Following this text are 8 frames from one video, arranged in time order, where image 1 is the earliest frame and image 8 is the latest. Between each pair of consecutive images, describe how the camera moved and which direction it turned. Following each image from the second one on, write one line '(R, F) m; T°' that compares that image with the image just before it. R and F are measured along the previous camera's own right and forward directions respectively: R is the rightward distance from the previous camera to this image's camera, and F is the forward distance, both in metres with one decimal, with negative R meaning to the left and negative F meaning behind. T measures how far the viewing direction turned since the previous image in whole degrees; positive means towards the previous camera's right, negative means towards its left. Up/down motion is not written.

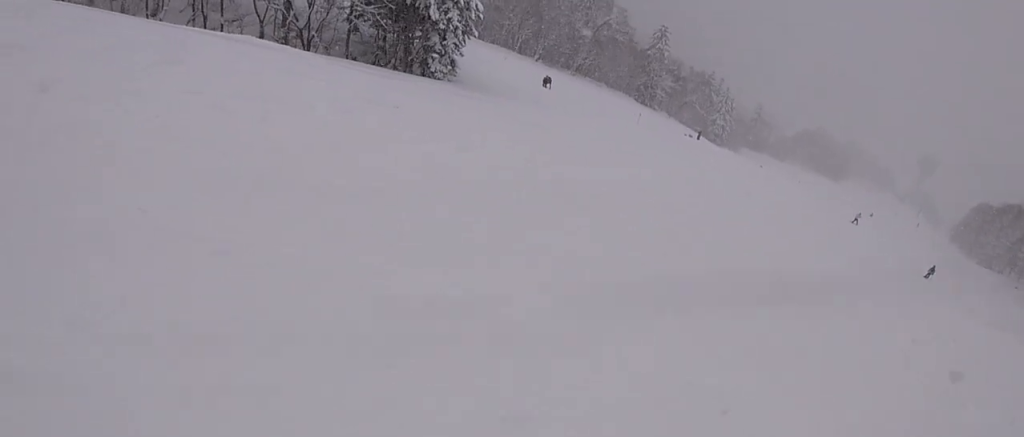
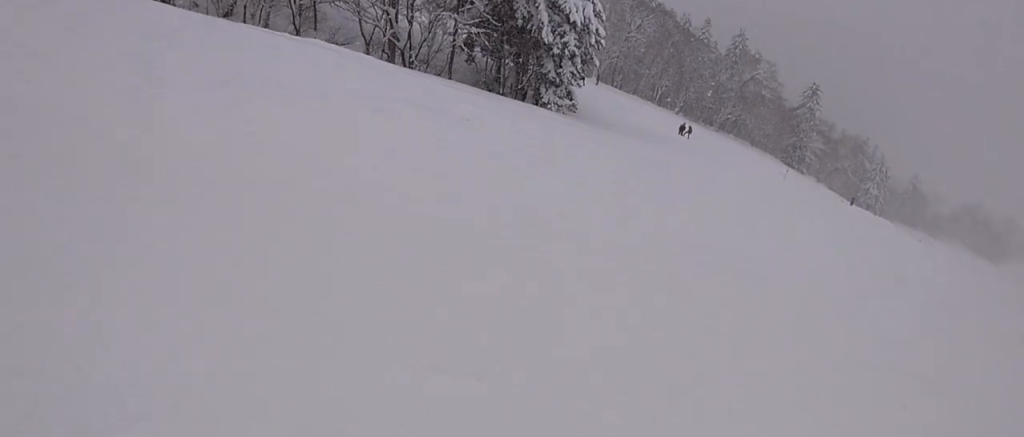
(-2.1, +4.6) m; -28°
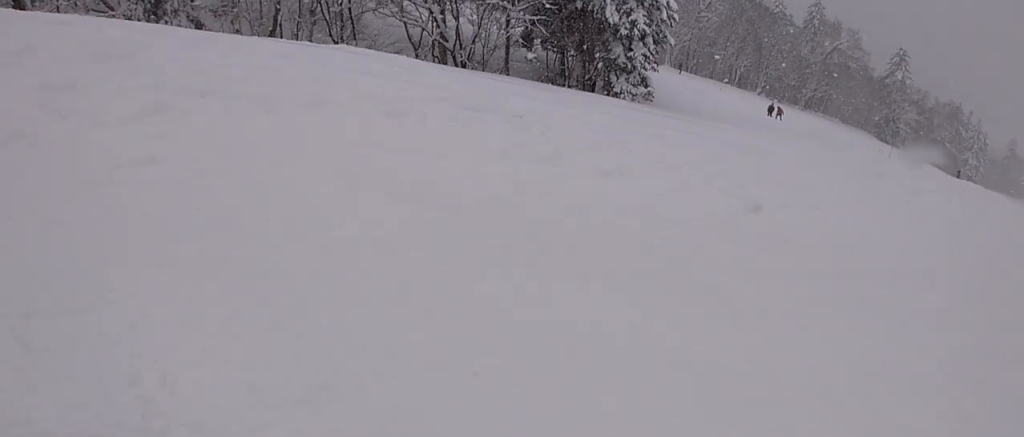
(-0.4, +3.6) m; +2°
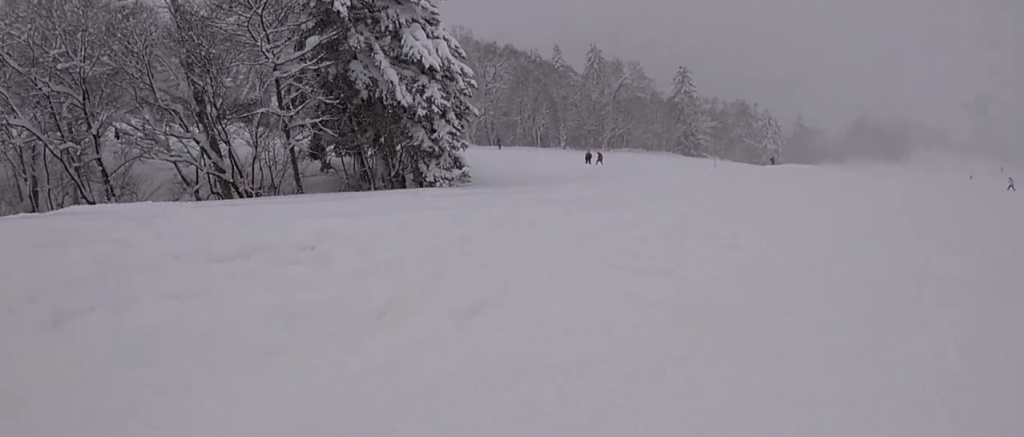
(+0.1, +4.5) m; +16°
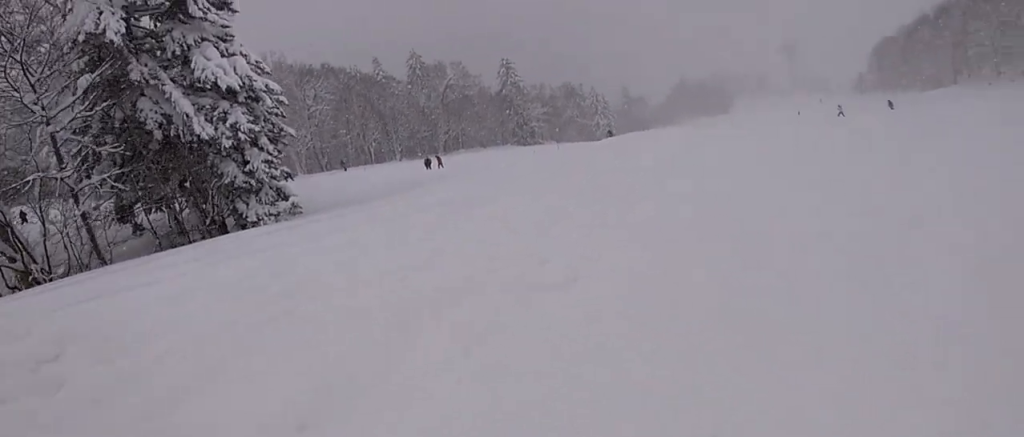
(+0.4, +3.0) m; +17°
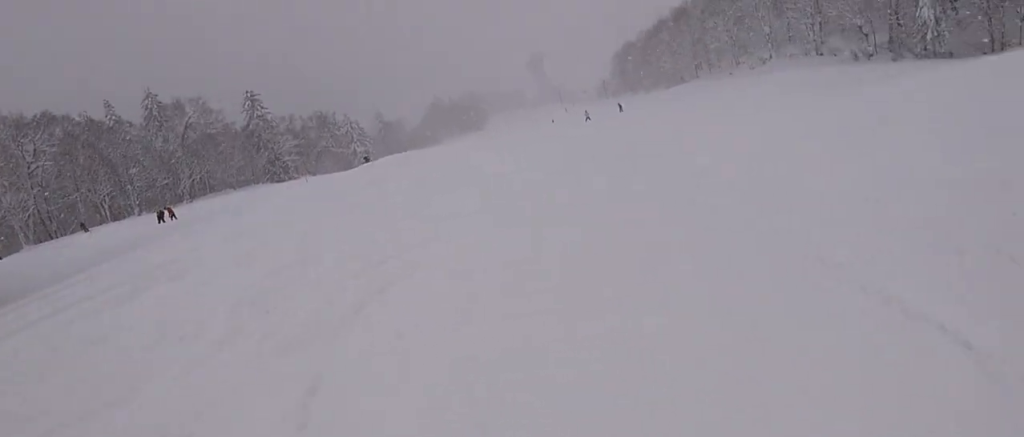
(+1.0, +4.2) m; +22°
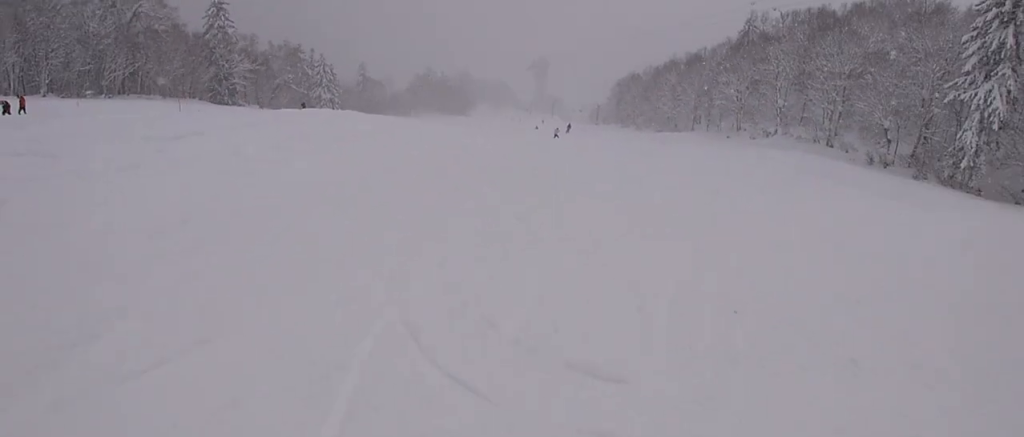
(+3.0, +9.4) m; +23°
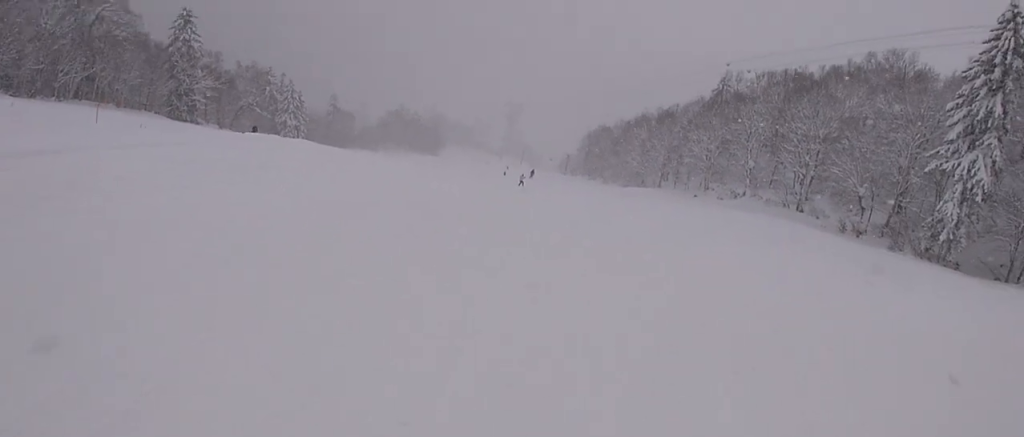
(0.0, +4.0) m; -6°
